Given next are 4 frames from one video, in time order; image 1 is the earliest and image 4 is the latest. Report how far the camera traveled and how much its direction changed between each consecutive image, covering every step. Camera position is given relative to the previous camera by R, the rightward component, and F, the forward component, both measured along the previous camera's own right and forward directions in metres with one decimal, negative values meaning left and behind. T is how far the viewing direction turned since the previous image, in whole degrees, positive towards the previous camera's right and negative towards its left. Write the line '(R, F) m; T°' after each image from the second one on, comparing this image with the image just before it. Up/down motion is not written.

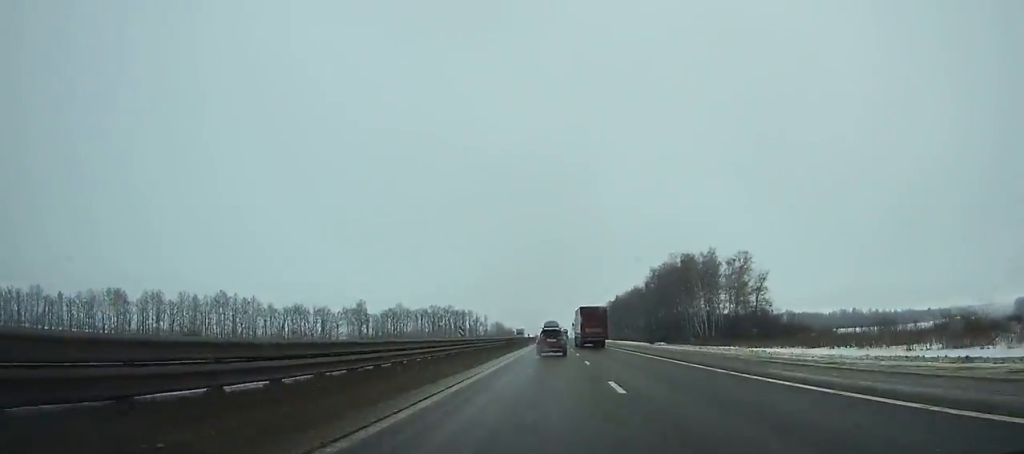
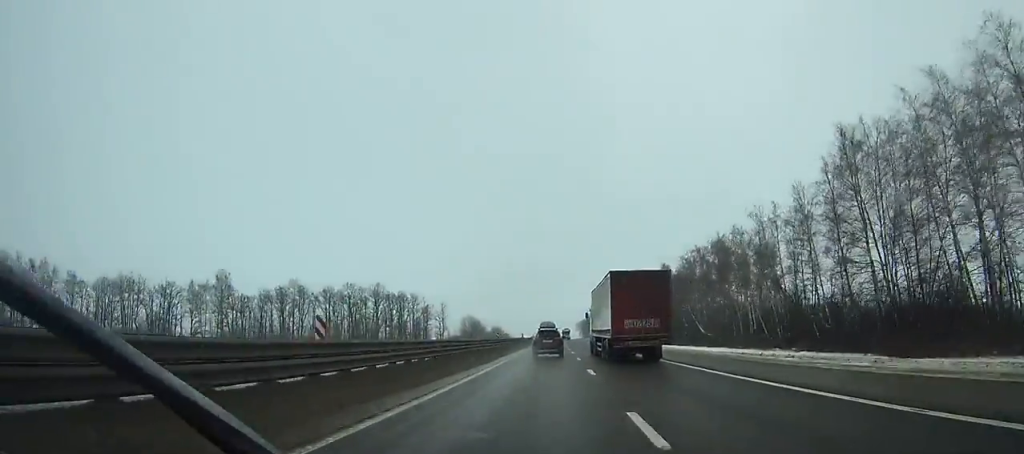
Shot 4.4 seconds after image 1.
(-0.7, +126.5) m; 0°
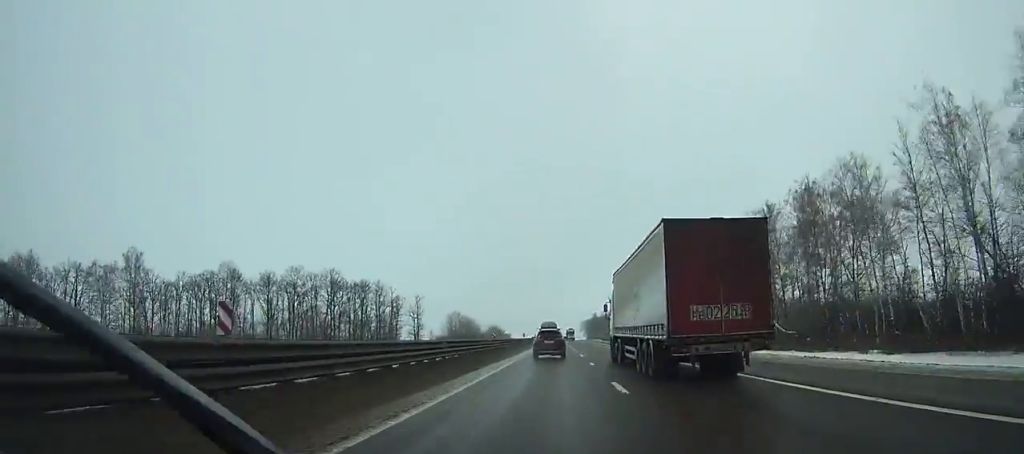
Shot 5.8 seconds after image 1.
(-0.1, +40.5) m; 0°
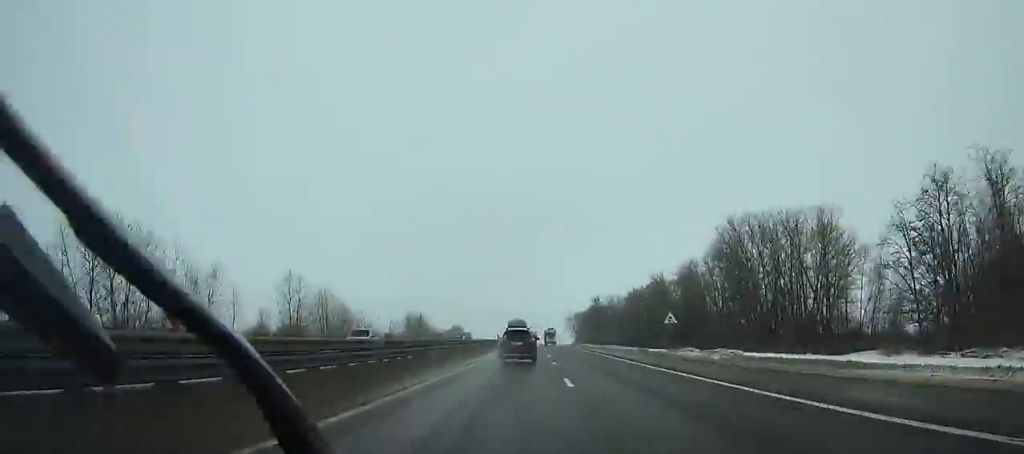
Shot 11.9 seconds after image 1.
(+2.7, +178.8) m; +1°
